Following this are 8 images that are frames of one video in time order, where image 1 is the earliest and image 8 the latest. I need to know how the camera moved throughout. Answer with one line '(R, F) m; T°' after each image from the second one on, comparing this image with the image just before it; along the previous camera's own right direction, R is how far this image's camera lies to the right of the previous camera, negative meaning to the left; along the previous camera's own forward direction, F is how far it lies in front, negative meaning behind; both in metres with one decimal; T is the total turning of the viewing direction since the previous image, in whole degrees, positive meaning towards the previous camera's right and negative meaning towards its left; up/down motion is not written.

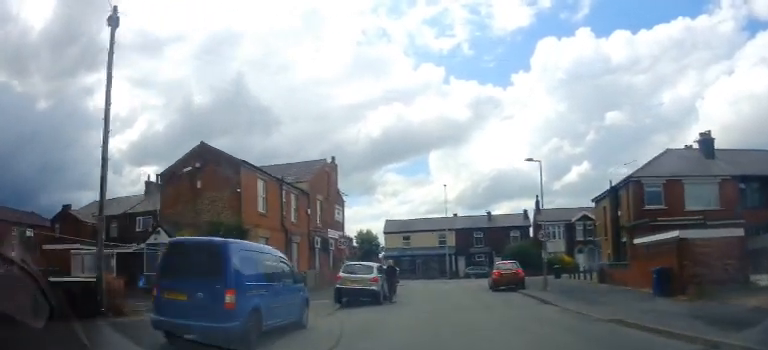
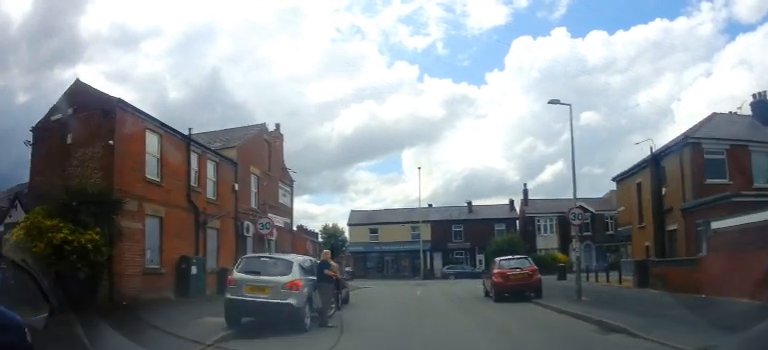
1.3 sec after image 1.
(-0.3, +8.3) m; +2°
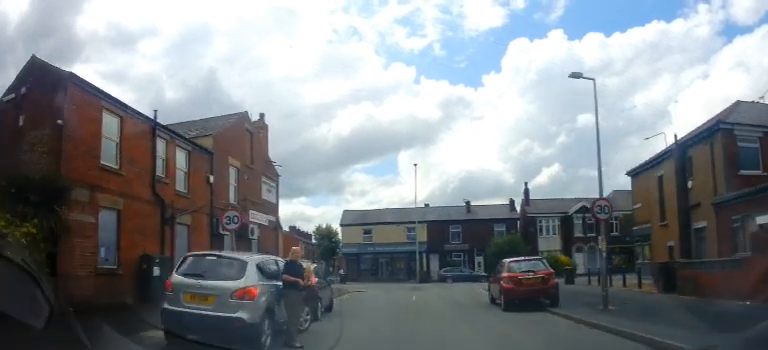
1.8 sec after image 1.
(+0.1, +2.6) m; +2°
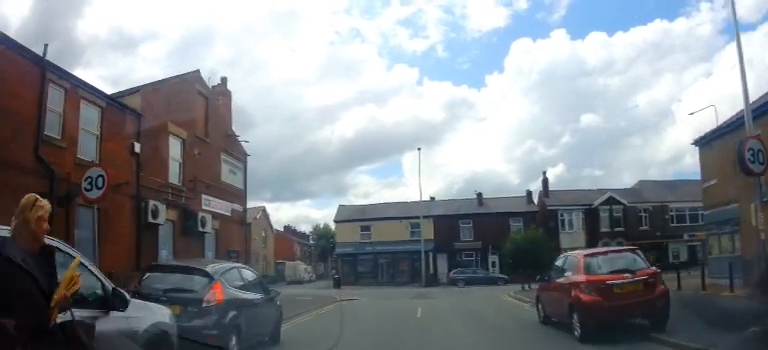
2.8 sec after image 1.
(+0.1, +6.3) m; +1°
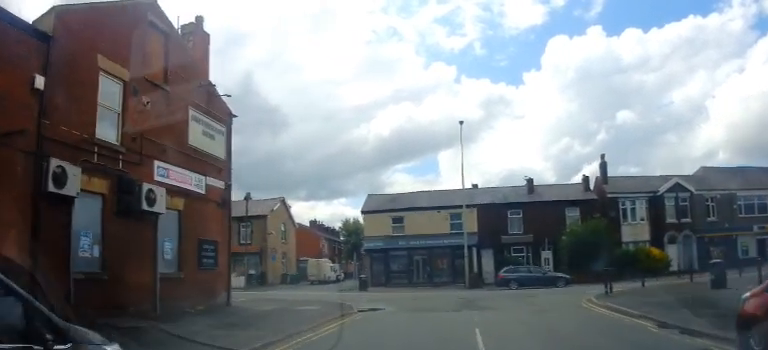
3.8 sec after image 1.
(0.0, +6.1) m; 0°
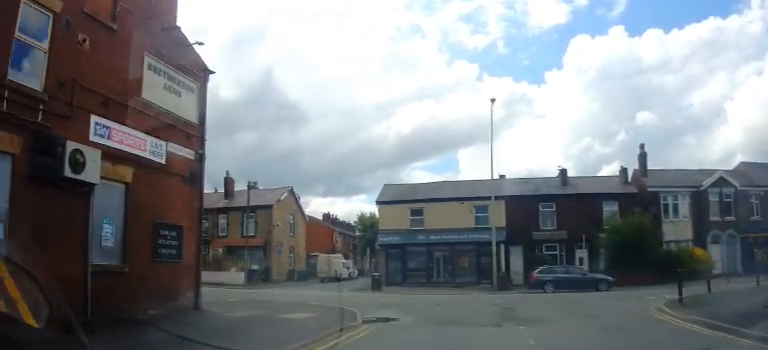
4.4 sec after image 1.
(0.0, +3.8) m; -3°
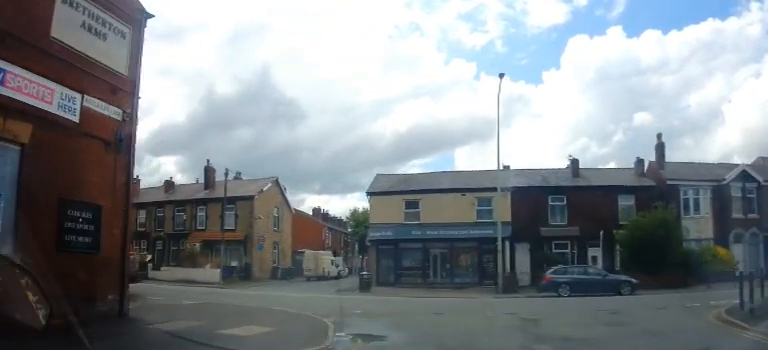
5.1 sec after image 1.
(0.0, +3.6) m; -3°
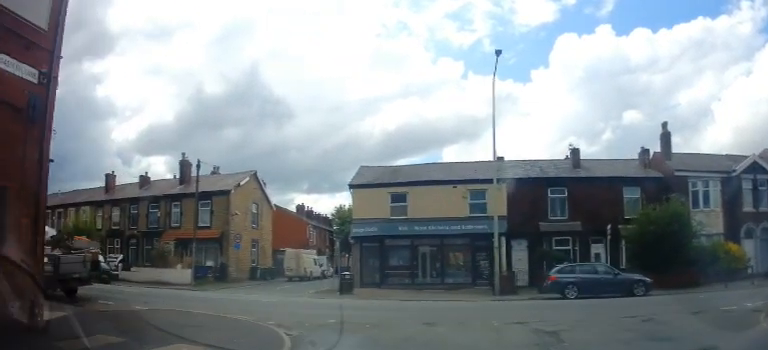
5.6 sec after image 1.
(-0.3, +2.5) m; -1°
